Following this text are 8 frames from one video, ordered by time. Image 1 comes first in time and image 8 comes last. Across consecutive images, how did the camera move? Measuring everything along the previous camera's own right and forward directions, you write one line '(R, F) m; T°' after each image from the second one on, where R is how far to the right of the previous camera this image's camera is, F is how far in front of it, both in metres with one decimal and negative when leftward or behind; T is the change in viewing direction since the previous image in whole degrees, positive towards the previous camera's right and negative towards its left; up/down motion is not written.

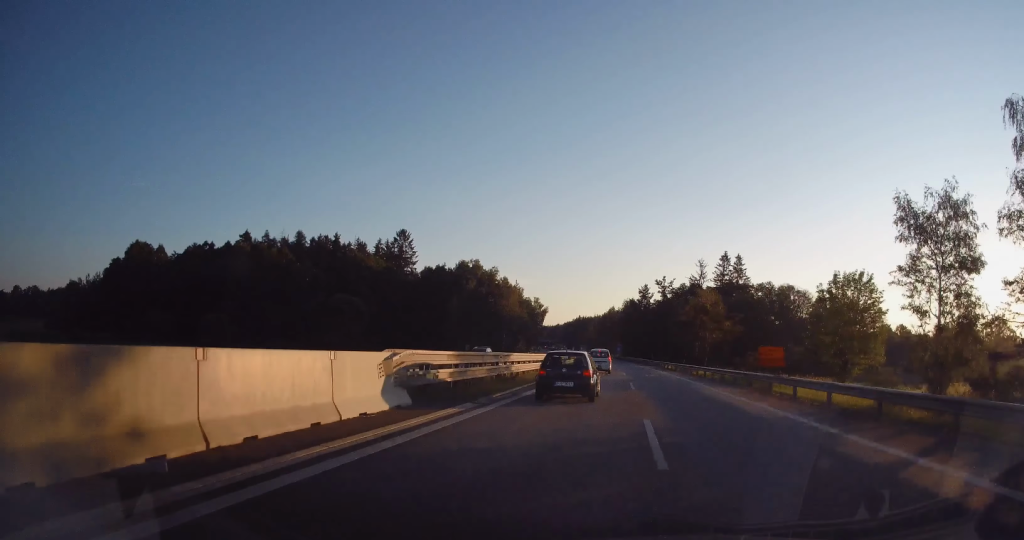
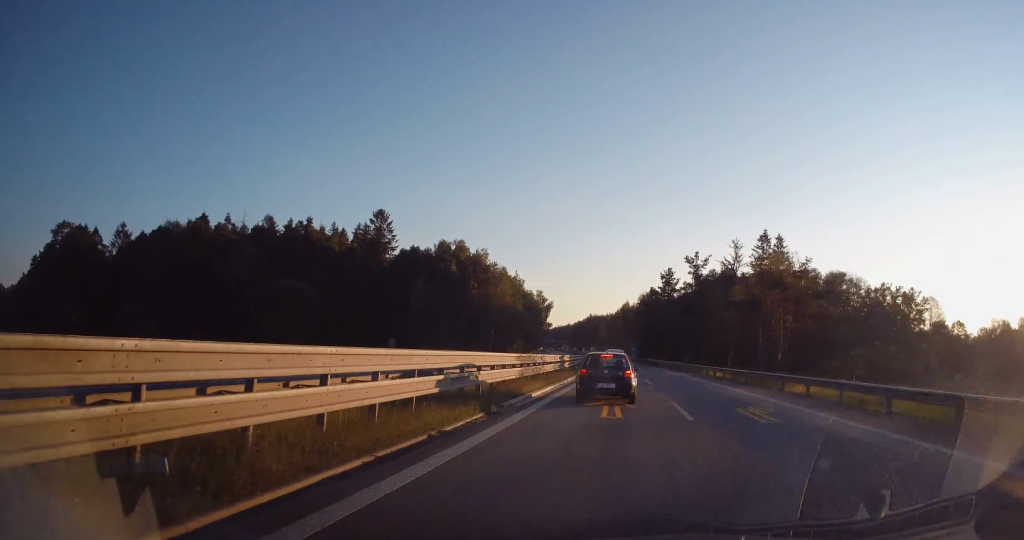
(-0.2, +29.8) m; -1°
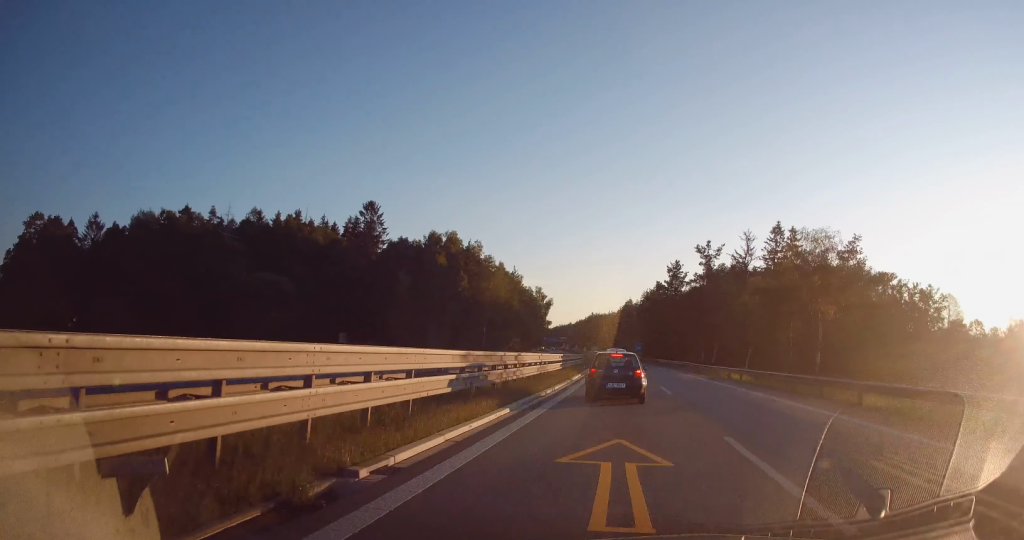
(-0.1, +8.8) m; 0°
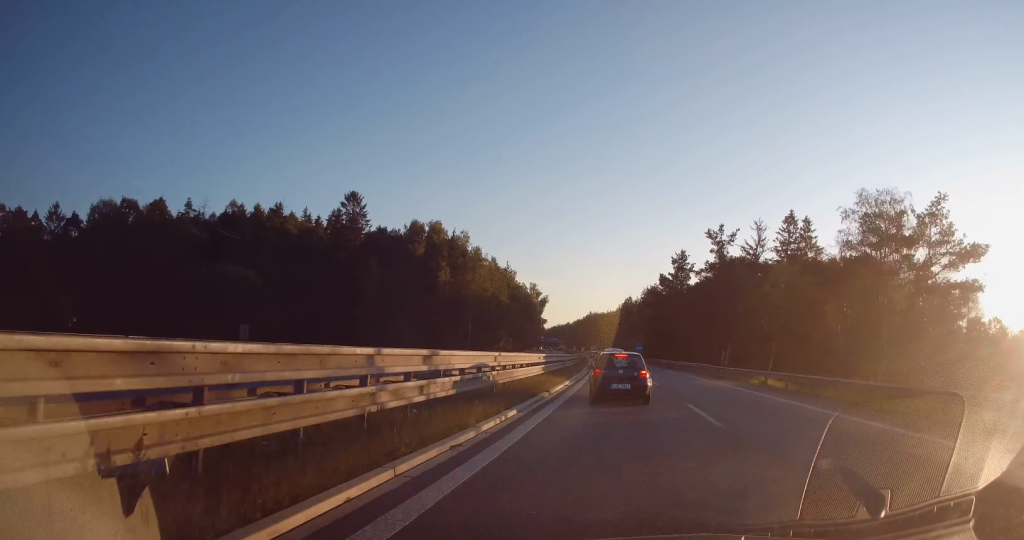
(+0.1, +10.7) m; 0°
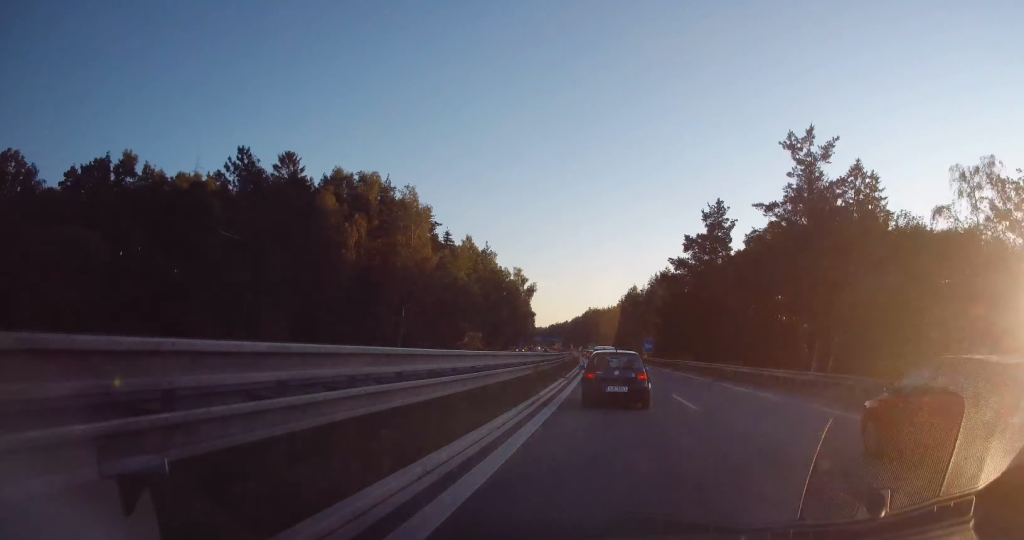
(-0.2, +32.5) m; -1°
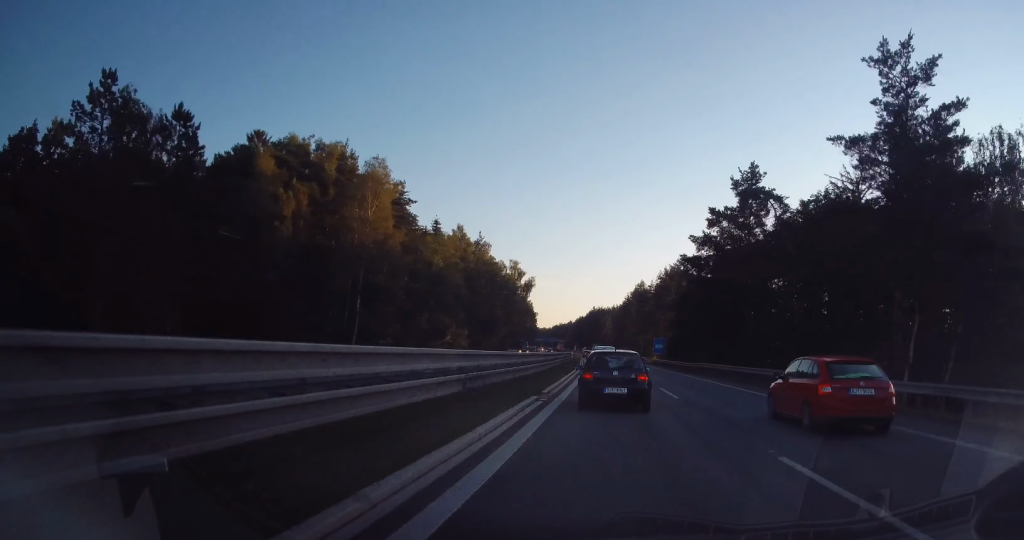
(-0.1, +13.8) m; 0°
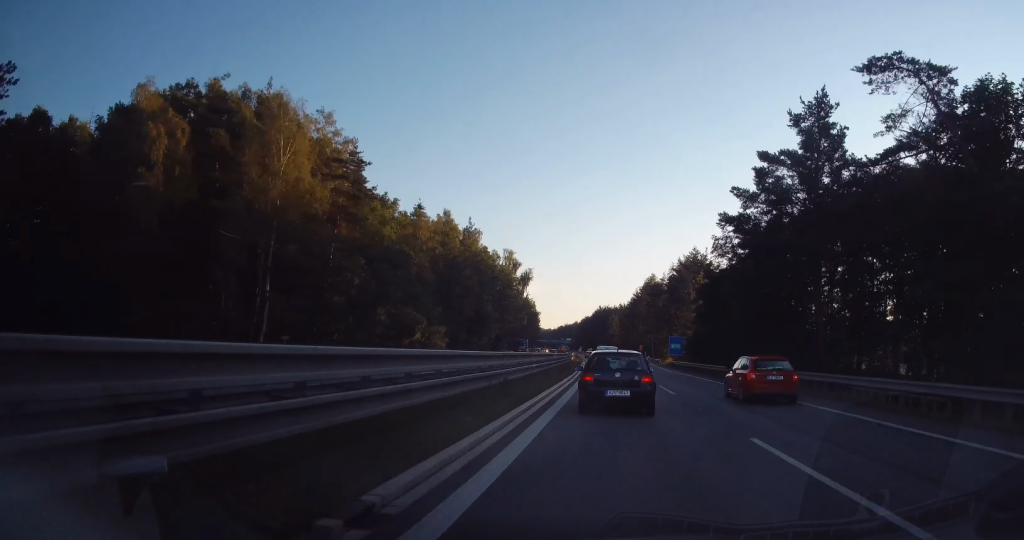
(+0.1, +16.2) m; 0°
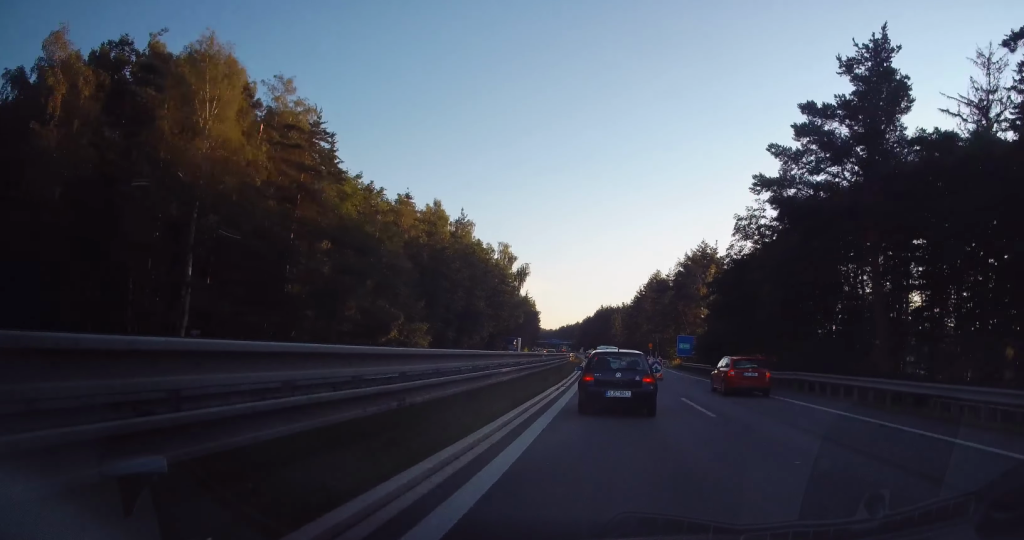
(0.0, +8.1) m; 0°
